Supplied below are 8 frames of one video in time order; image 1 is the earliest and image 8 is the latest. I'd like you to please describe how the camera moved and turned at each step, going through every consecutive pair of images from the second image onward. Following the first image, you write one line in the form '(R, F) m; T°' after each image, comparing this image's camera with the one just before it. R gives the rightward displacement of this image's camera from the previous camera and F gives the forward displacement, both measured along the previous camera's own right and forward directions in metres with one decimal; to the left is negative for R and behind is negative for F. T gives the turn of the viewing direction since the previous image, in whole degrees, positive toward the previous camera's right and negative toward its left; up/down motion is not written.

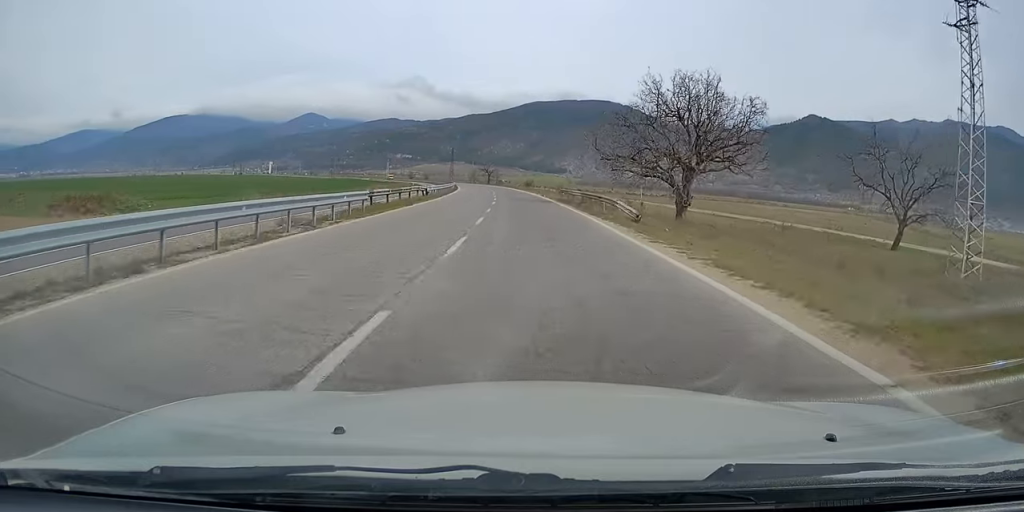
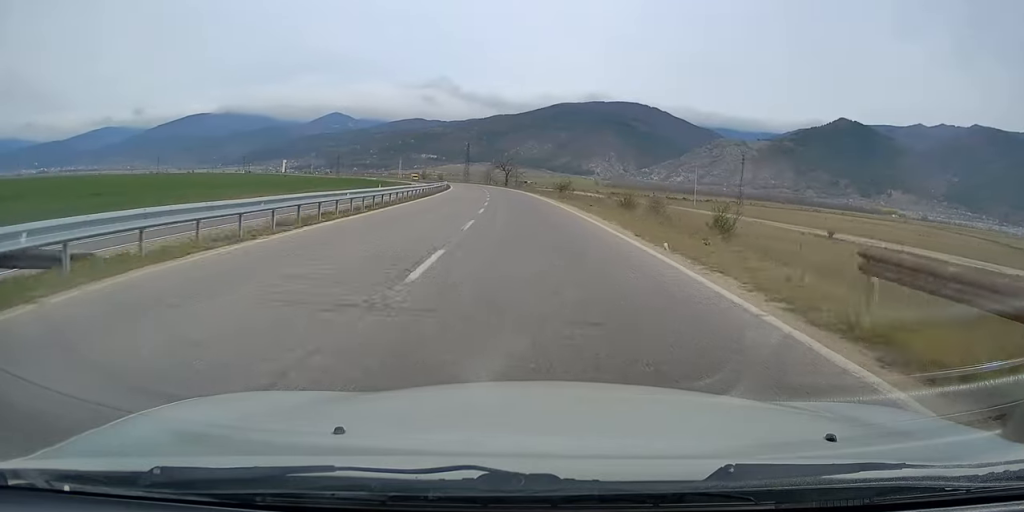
(-1.0, +41.1) m; -2°
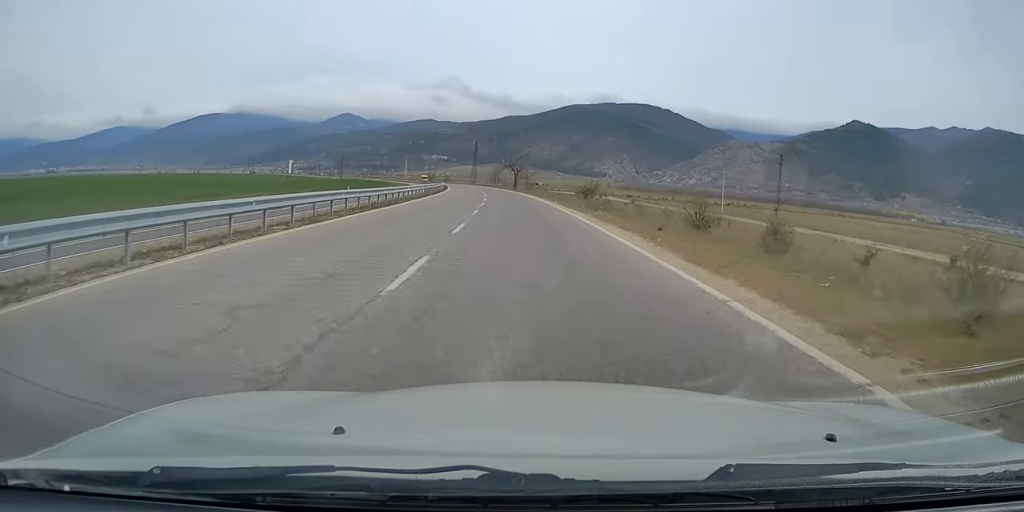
(-0.2, +16.5) m; -1°
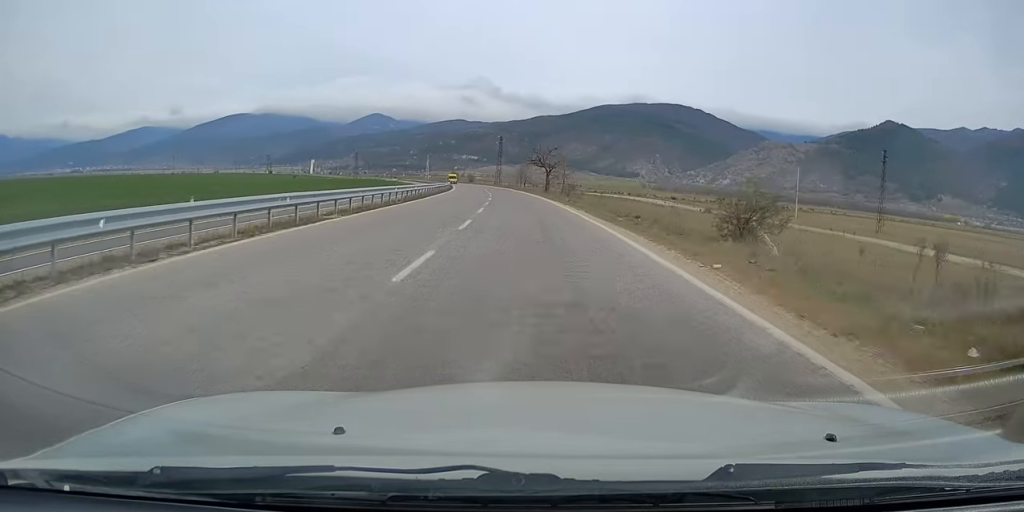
(-0.7, +30.4) m; -3°
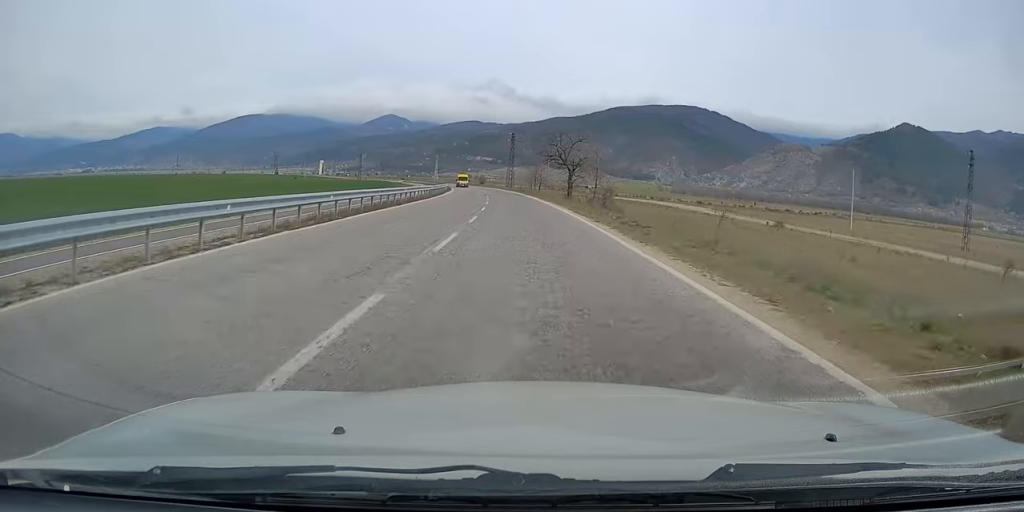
(-0.3, +19.7) m; -1°
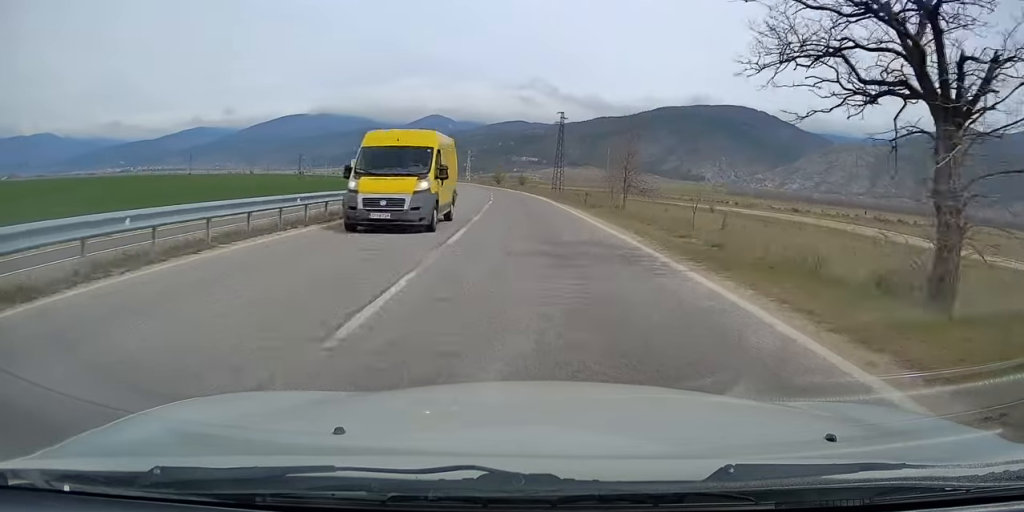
(-1.7, +52.2) m; -4°
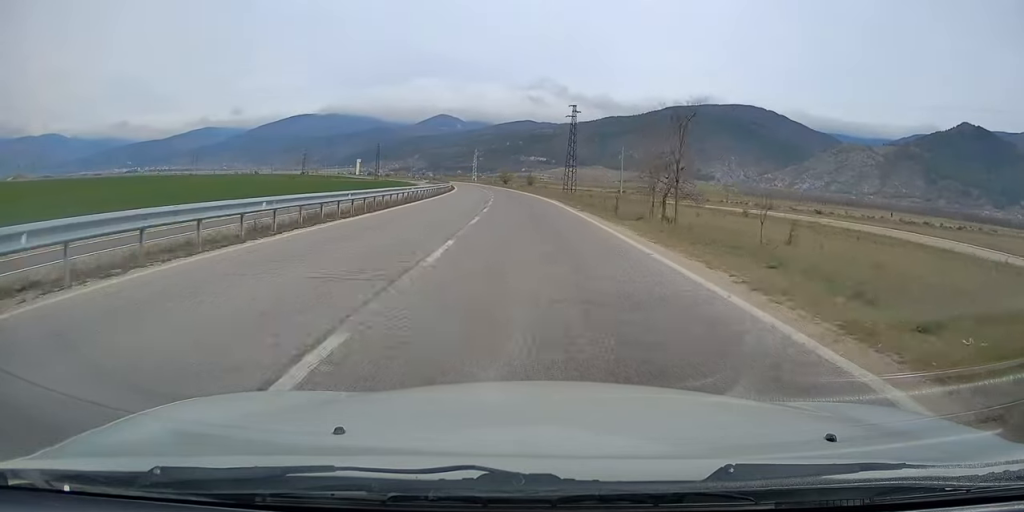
(-0.1, +10.6) m; -1°
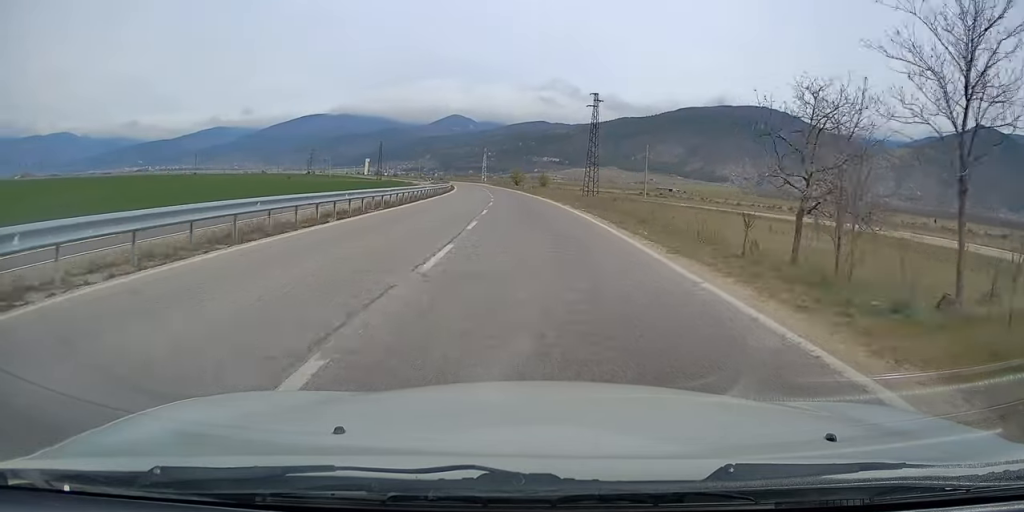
(-0.1, +16.3) m; -1°
